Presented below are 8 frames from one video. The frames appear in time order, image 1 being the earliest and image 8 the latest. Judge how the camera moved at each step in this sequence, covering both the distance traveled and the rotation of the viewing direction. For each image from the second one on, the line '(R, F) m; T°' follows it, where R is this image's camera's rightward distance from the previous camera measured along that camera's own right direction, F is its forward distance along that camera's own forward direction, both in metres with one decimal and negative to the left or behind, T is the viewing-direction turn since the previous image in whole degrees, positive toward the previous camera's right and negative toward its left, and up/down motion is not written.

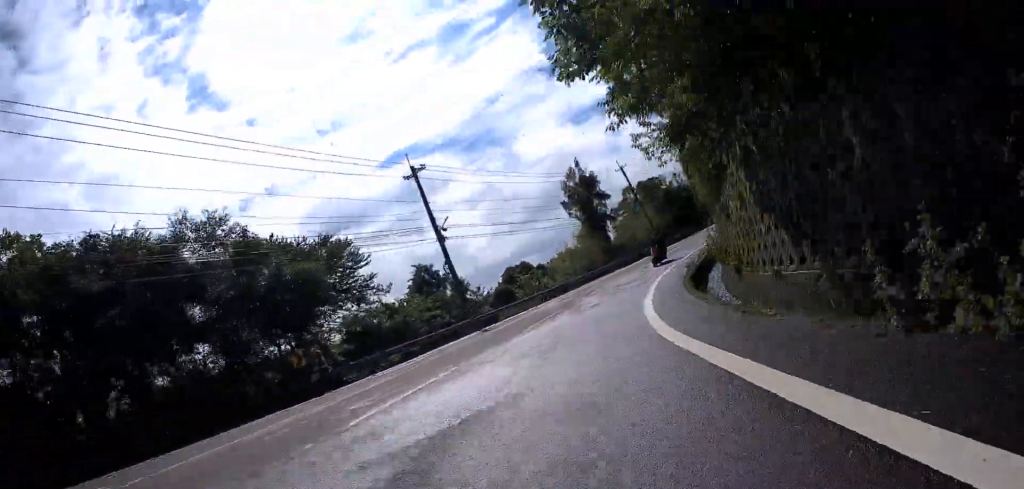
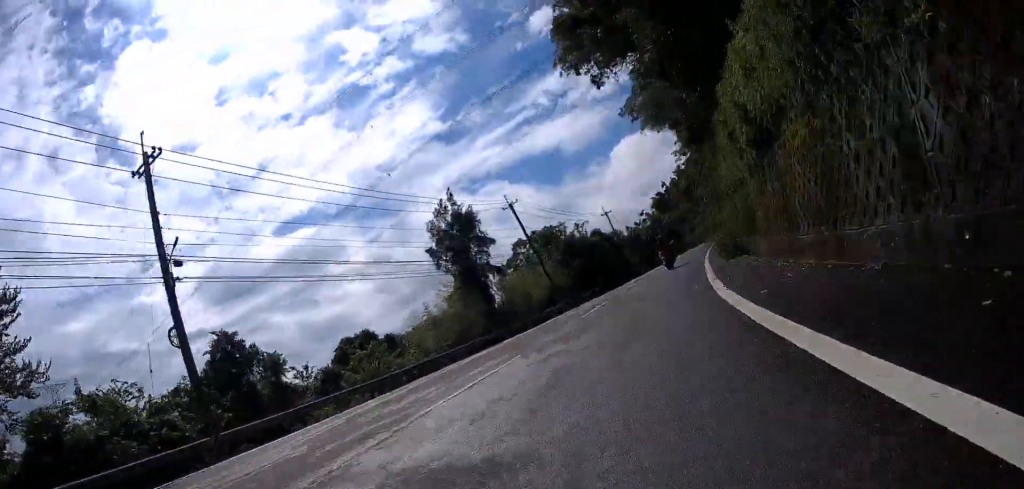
(+2.9, +19.5) m; +13°
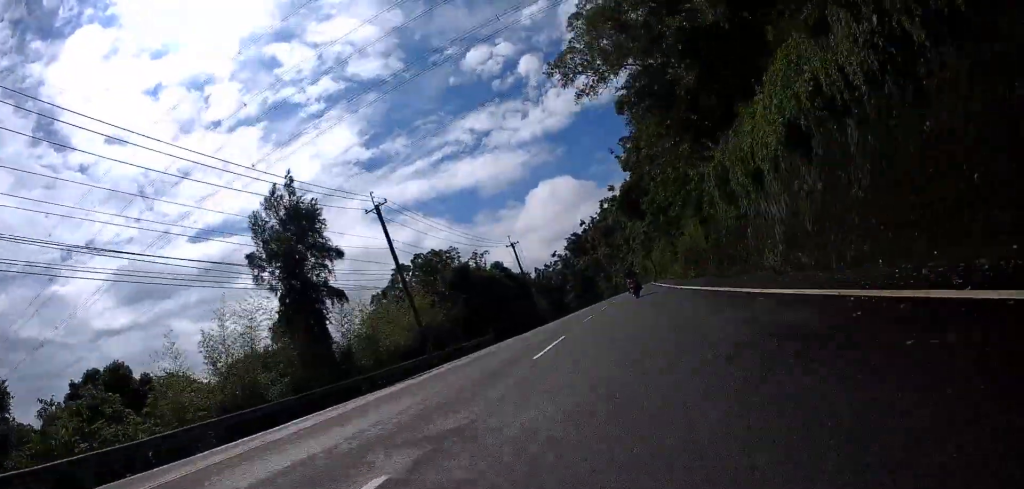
(+1.5, +17.9) m; +5°
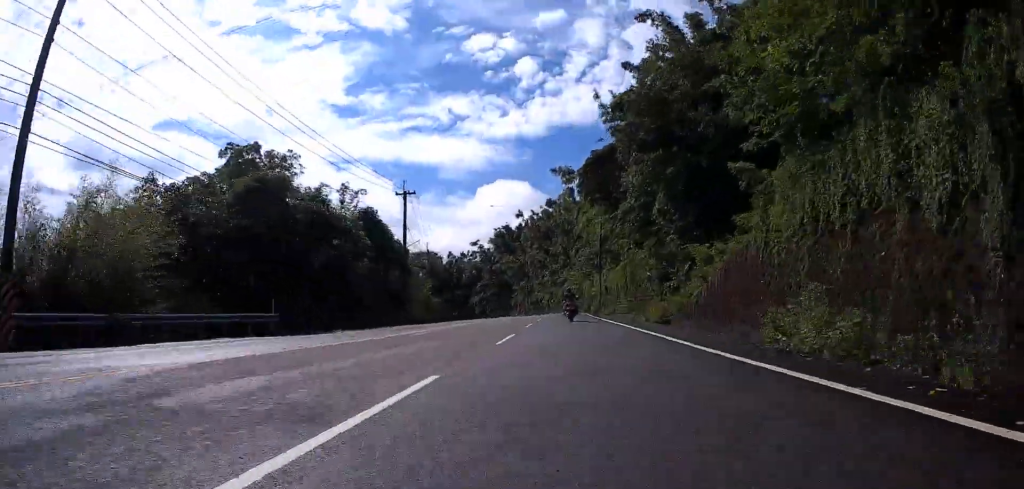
(+0.5, +27.5) m; +1°
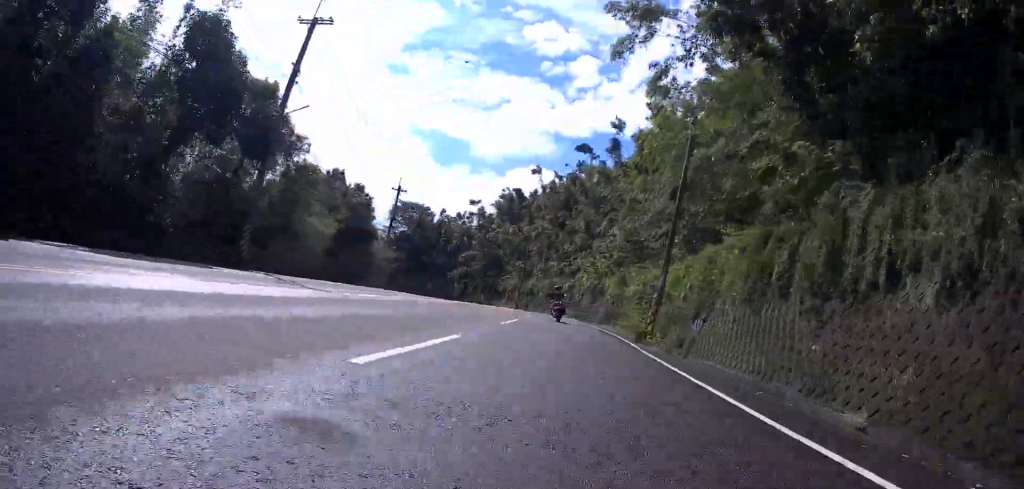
(0.0, +26.5) m; -1°
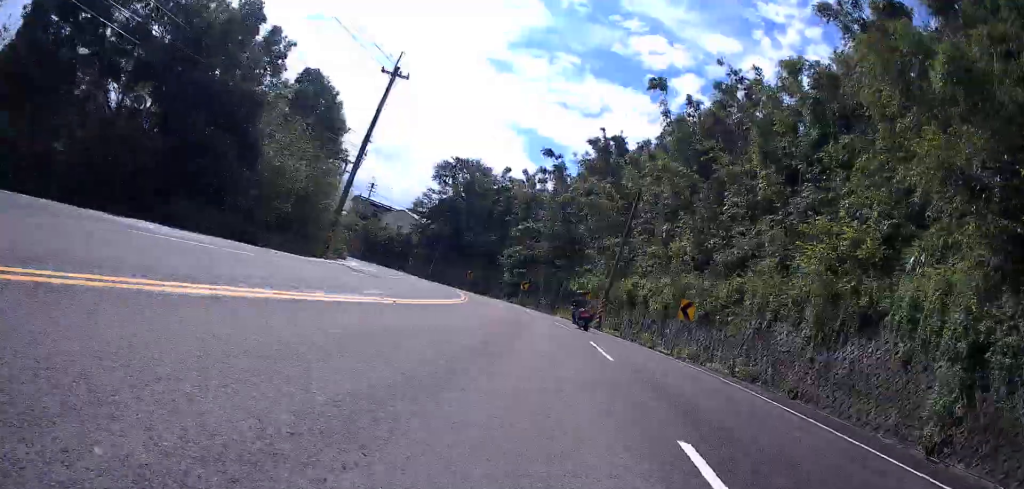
(-1.7, +31.9) m; -11°
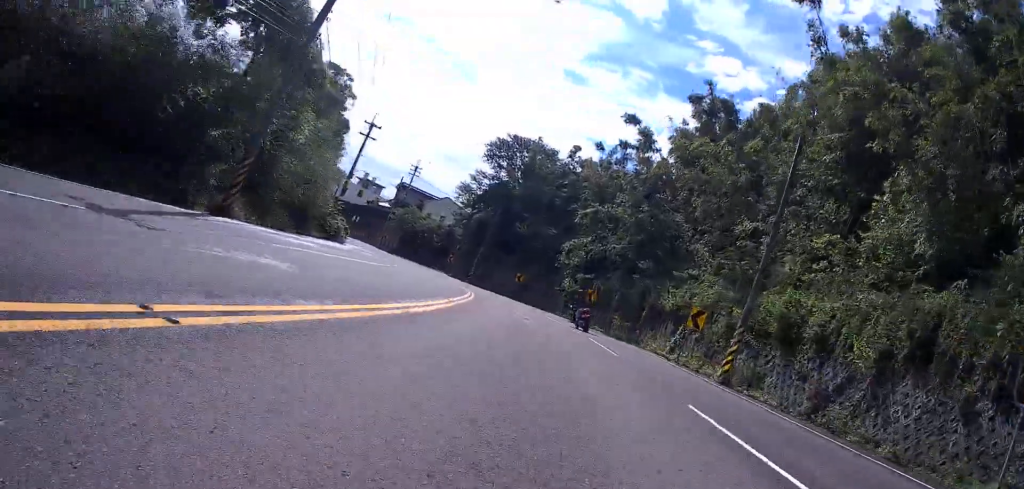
(-1.3, +16.3) m; -6°
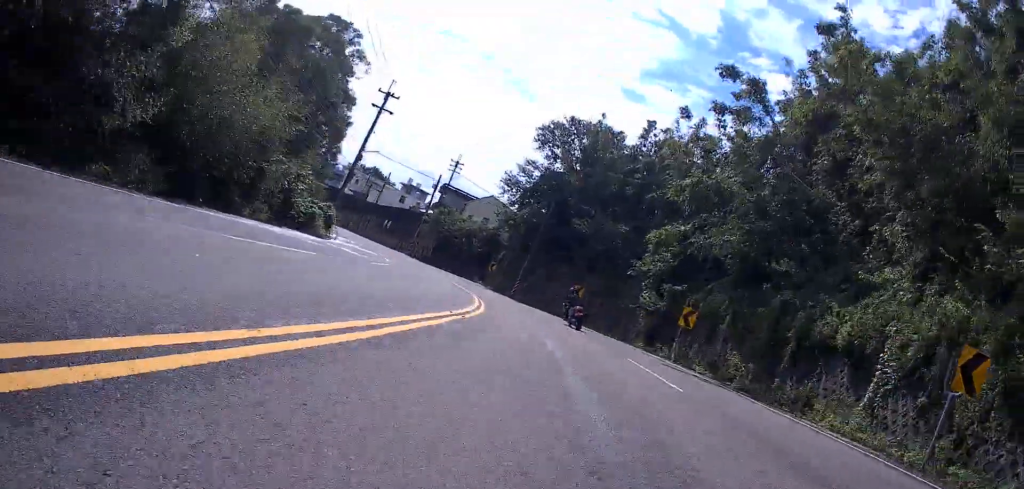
(-0.6, +13.8) m; -5°
